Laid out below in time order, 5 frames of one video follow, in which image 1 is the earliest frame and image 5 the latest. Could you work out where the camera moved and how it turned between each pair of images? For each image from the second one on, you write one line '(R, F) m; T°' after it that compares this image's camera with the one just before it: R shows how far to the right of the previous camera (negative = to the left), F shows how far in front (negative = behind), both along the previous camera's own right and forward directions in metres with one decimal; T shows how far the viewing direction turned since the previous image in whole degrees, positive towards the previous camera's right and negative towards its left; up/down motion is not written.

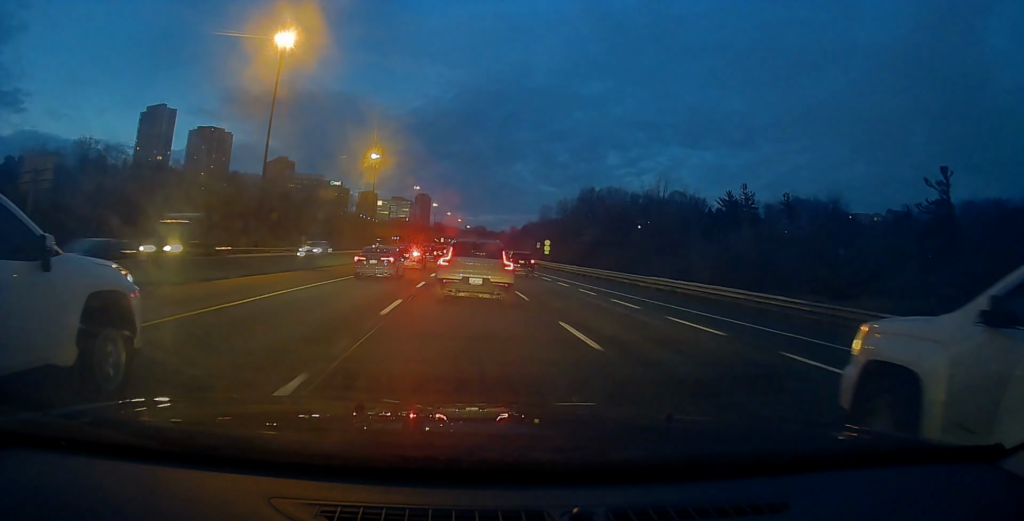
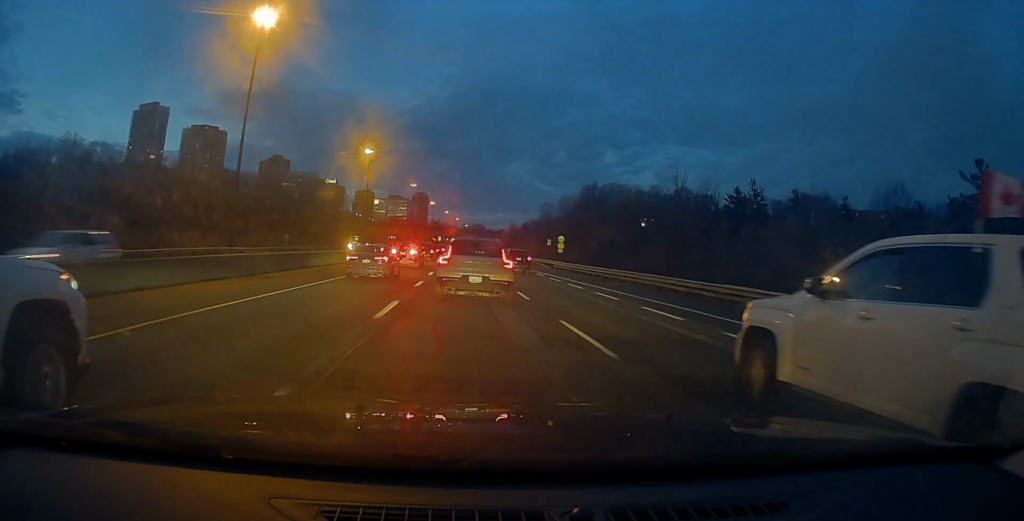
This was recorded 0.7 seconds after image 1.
(-0.1, +9.8) m; 0°
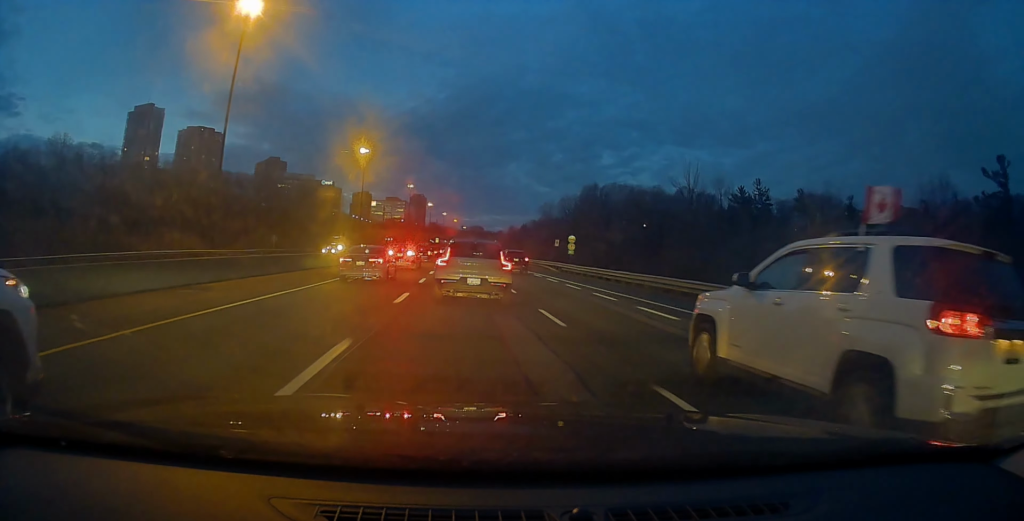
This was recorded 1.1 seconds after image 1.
(0.0, +5.8) m; 0°
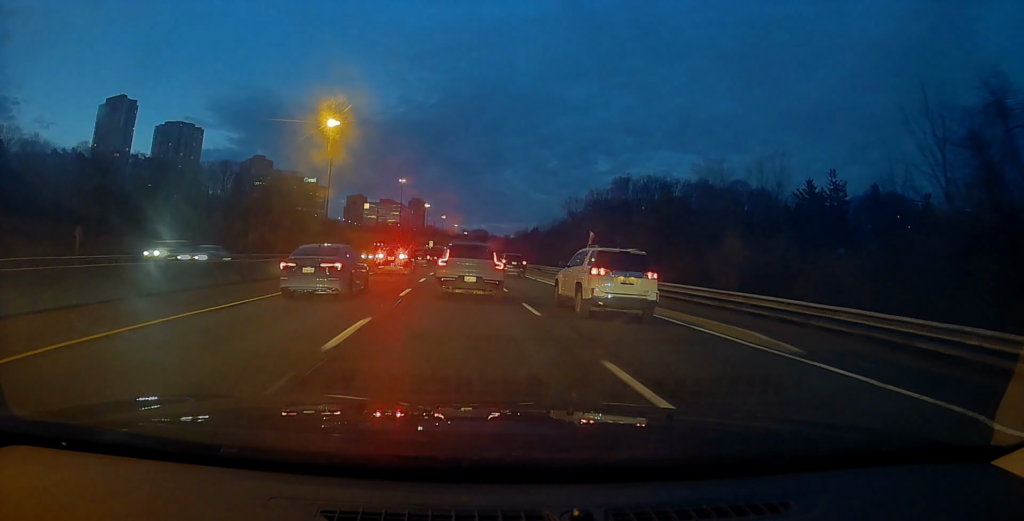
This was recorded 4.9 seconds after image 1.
(+1.2, +50.9) m; 0°
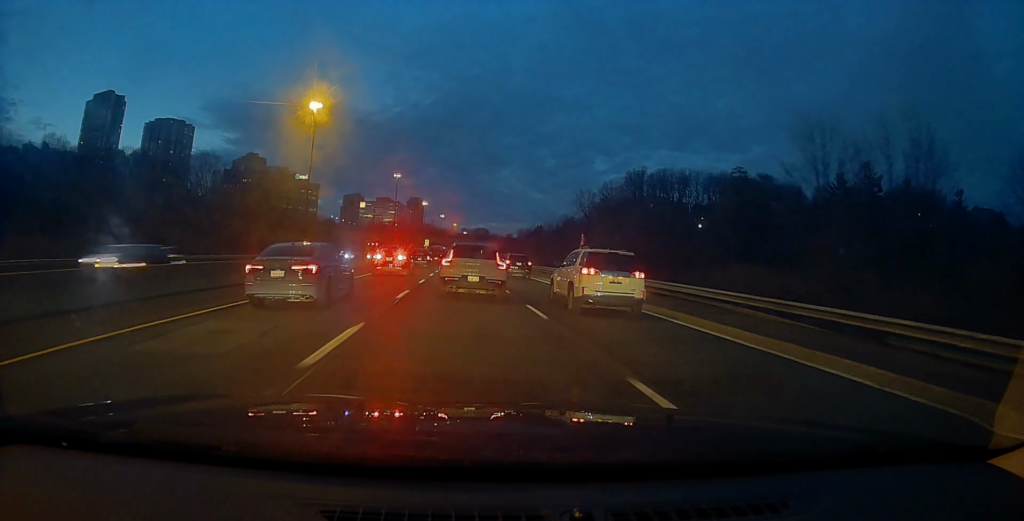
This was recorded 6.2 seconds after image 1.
(-0.1, +18.1) m; +1°
